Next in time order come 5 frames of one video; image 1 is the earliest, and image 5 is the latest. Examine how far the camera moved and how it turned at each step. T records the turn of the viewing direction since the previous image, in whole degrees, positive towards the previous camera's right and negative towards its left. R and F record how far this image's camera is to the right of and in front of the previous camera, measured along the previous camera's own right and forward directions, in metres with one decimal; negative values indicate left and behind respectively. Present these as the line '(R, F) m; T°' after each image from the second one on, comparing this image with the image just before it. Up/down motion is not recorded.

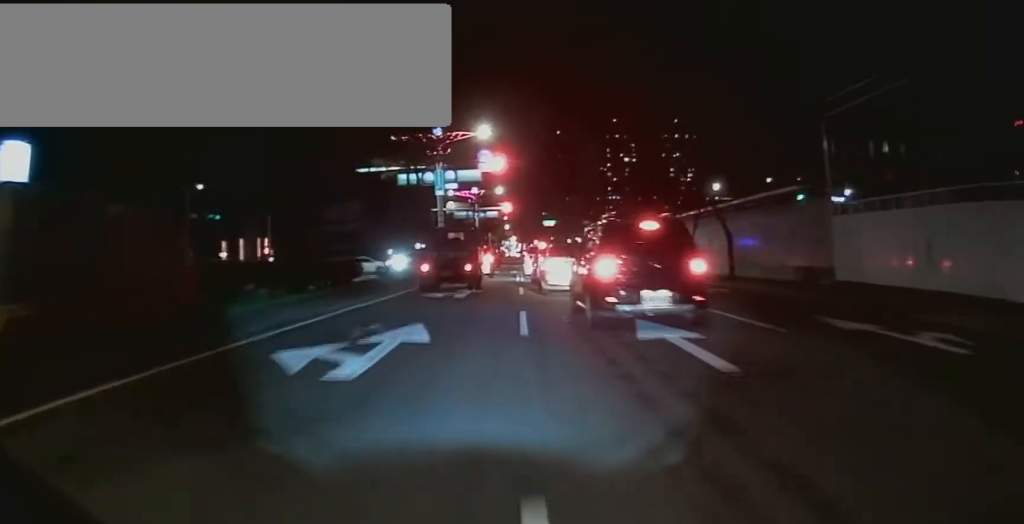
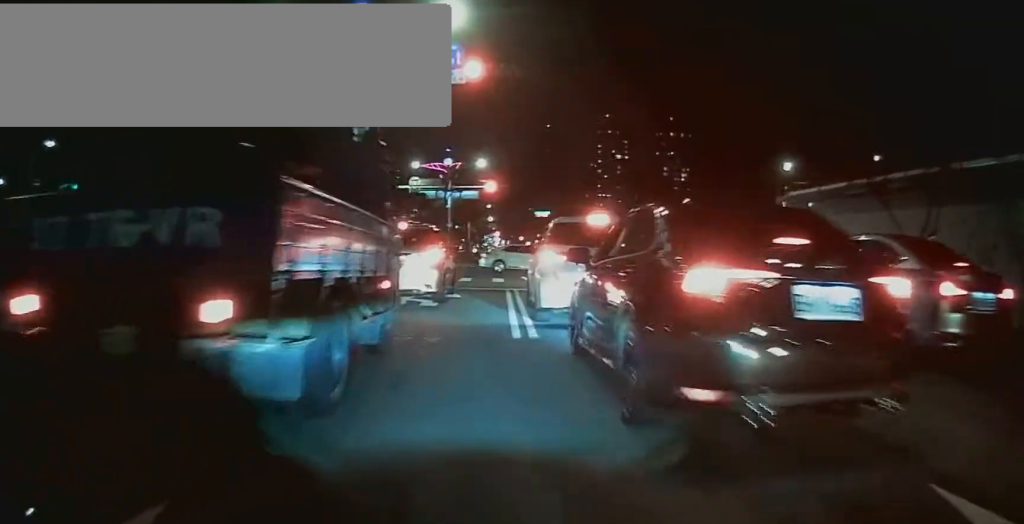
(-0.2, +11.7) m; -7°
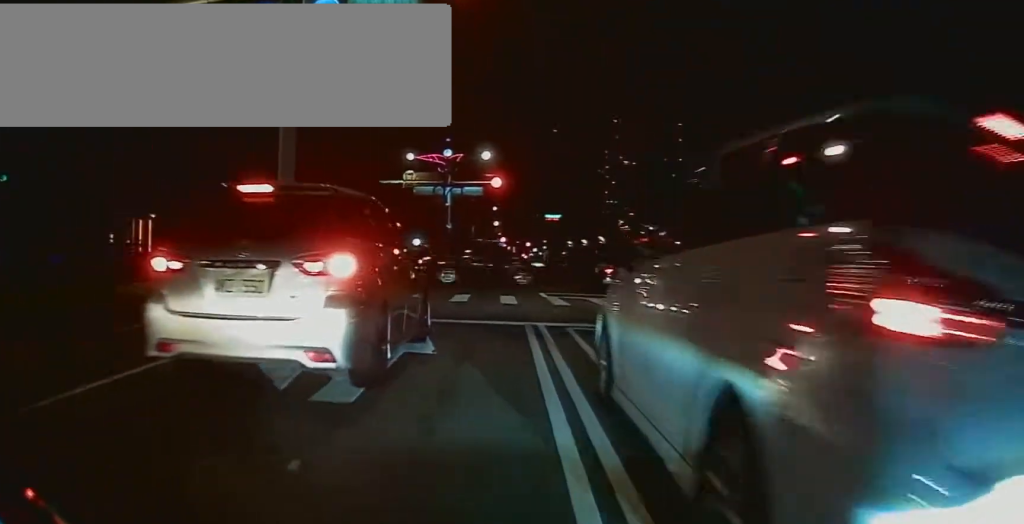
(+0.1, +4.1) m; +6°
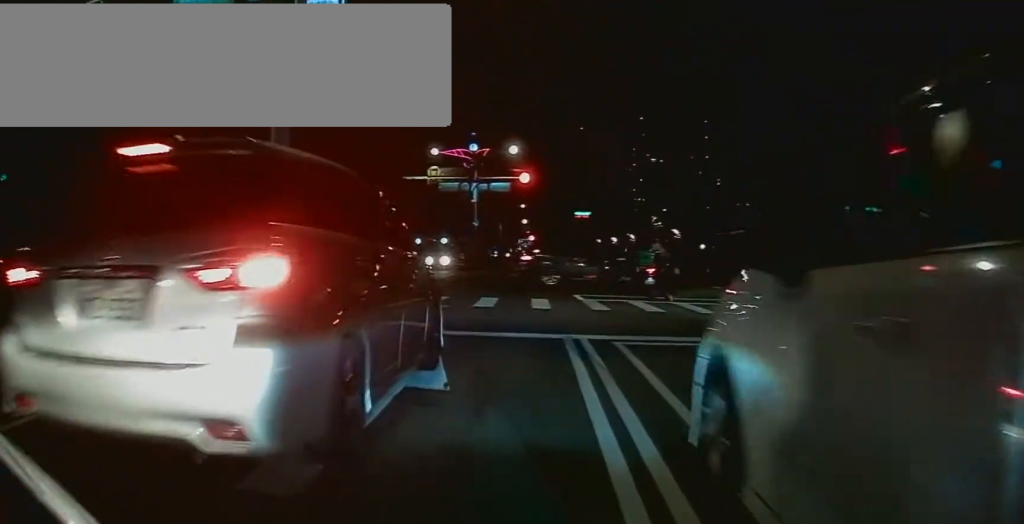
(+0.2, +0.7) m; 0°
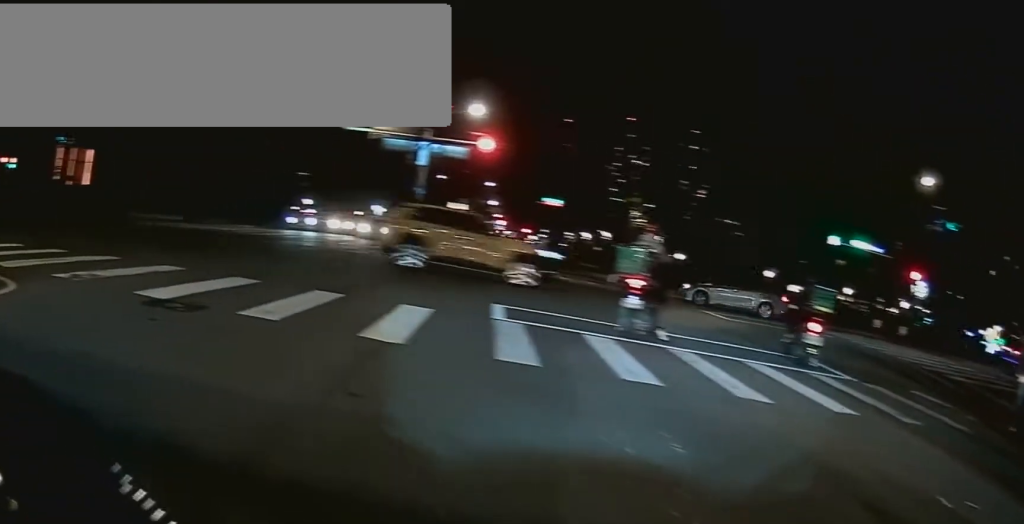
(-0.4, +3.8) m; -8°
